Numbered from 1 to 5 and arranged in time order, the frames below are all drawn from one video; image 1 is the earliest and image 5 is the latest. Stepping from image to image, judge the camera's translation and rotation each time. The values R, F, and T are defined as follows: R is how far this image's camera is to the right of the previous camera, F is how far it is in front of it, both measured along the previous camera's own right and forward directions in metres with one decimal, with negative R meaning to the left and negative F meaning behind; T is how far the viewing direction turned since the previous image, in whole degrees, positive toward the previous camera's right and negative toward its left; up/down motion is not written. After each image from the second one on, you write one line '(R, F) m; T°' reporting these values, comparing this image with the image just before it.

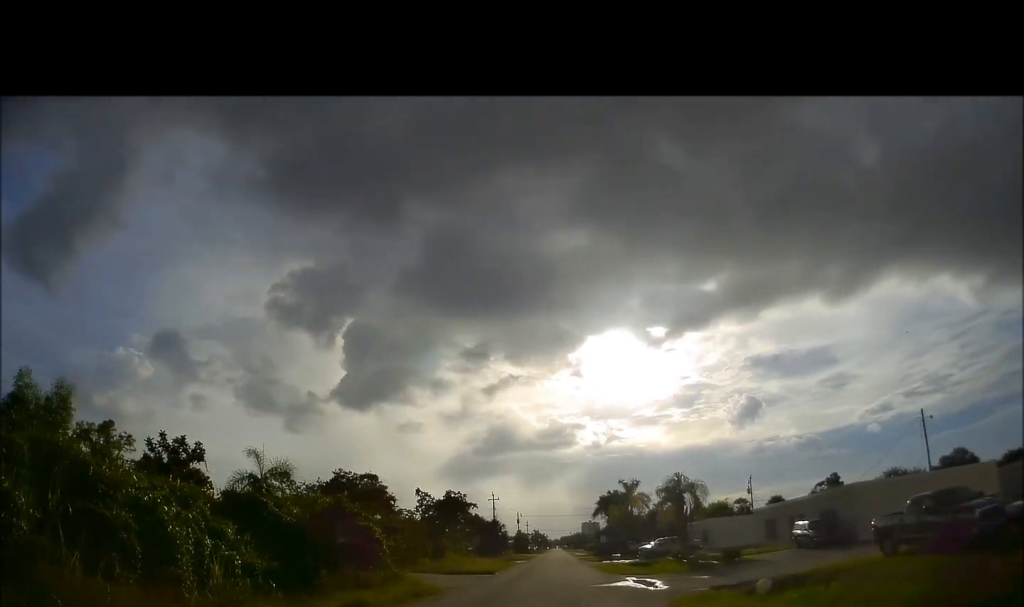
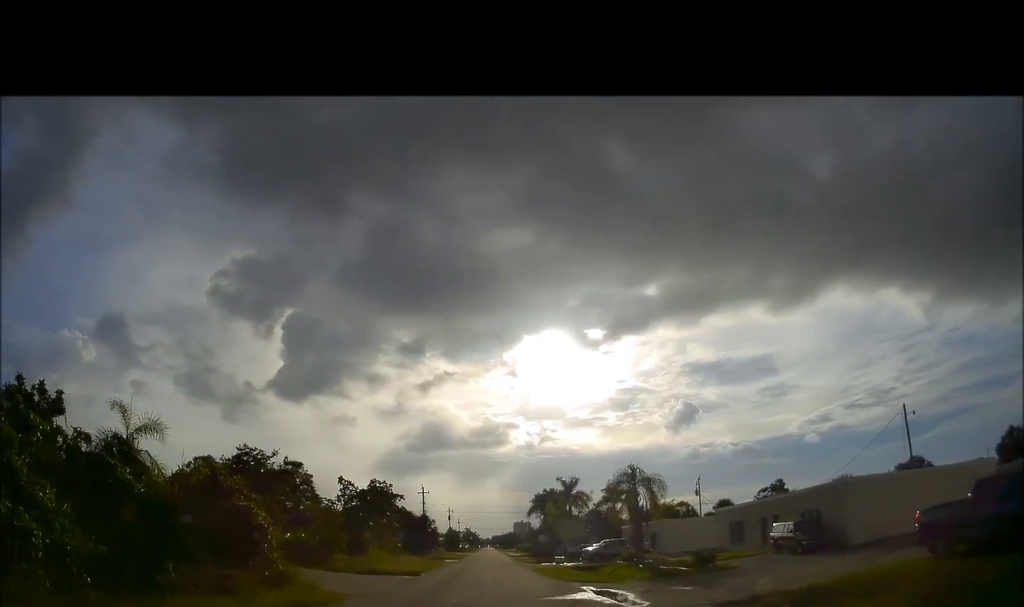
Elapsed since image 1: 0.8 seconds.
(+0.3, +5.2) m; +15°
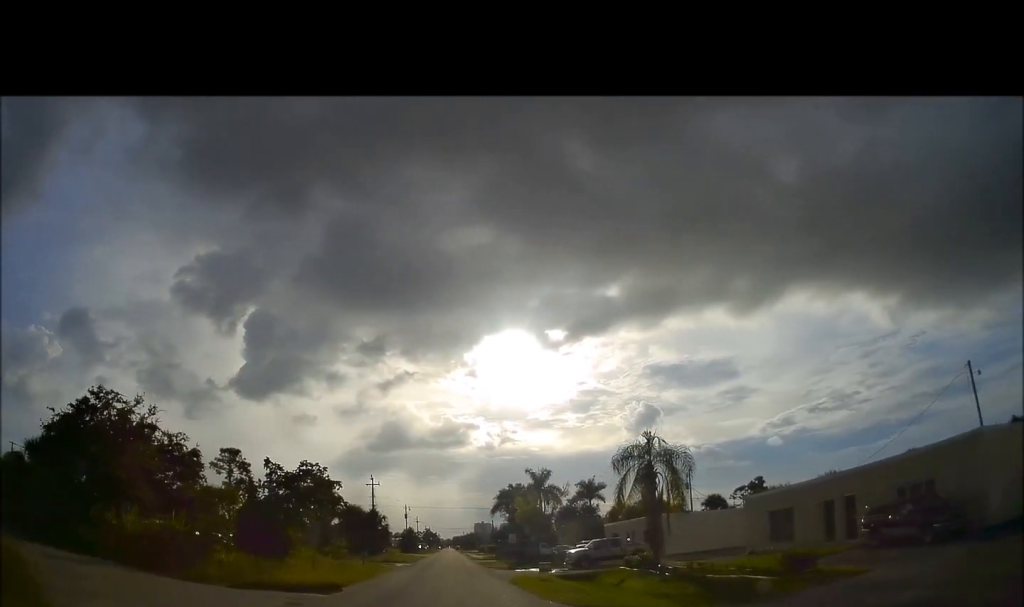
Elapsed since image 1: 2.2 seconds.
(+1.6, +10.3) m; +6°
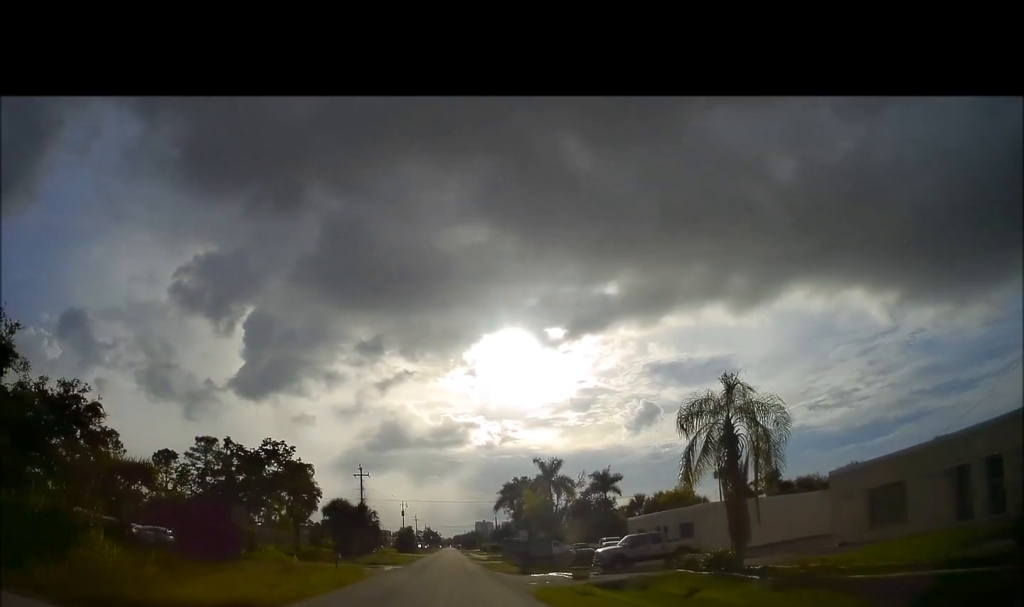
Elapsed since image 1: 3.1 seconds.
(-0.3, +8.1) m; -2°
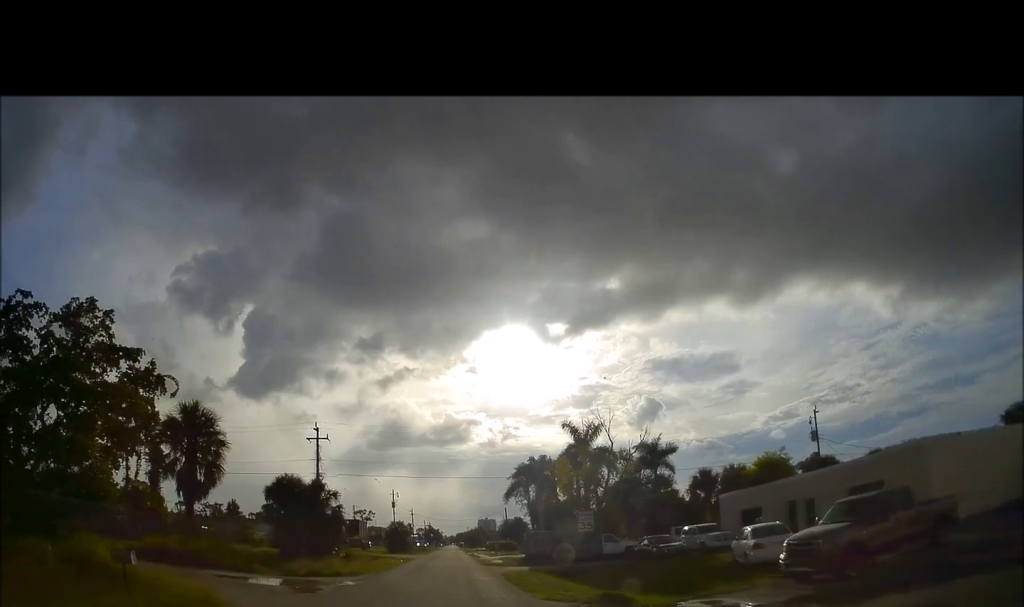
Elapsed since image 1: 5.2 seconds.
(0.0, +19.9) m; 0°
